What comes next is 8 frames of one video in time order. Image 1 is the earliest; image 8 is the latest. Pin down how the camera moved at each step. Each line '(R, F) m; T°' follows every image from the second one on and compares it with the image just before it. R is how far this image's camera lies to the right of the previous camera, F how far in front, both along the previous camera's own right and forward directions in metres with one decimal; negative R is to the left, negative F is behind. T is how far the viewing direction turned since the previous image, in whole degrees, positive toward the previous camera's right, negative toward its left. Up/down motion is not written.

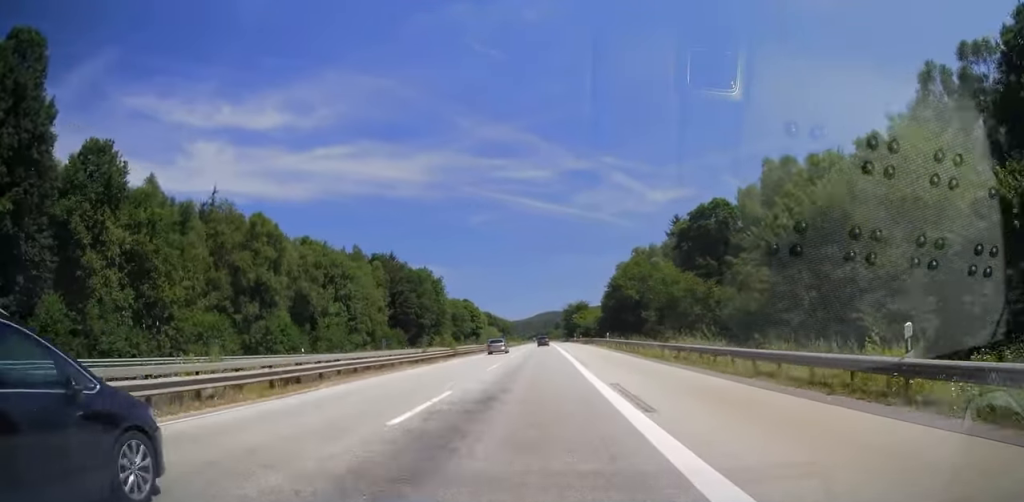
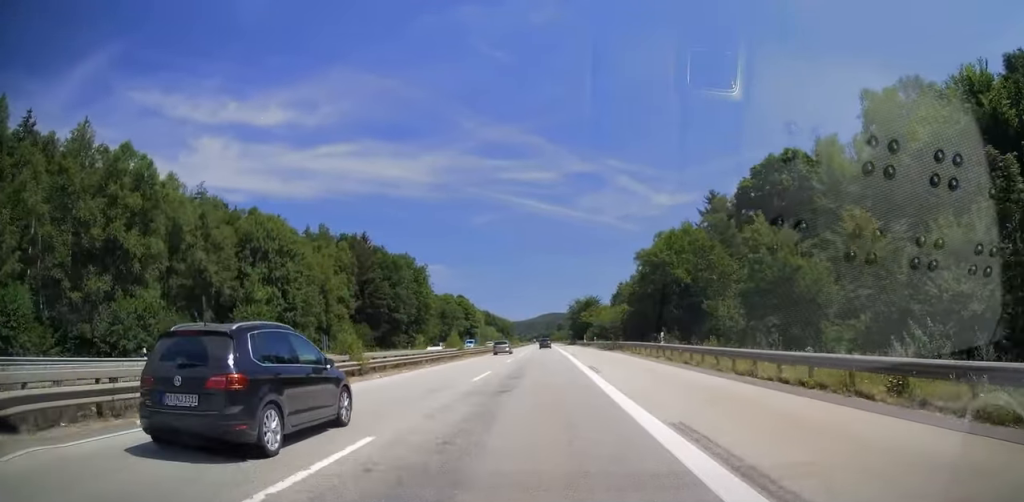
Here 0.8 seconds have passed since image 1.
(-0.1, +25.9) m; 0°
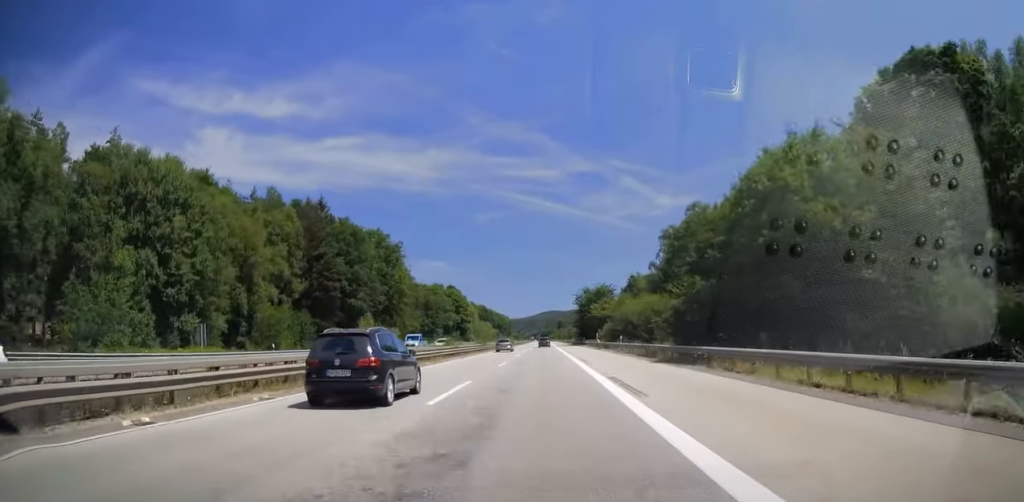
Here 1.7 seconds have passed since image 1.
(+0.2, +25.8) m; 0°
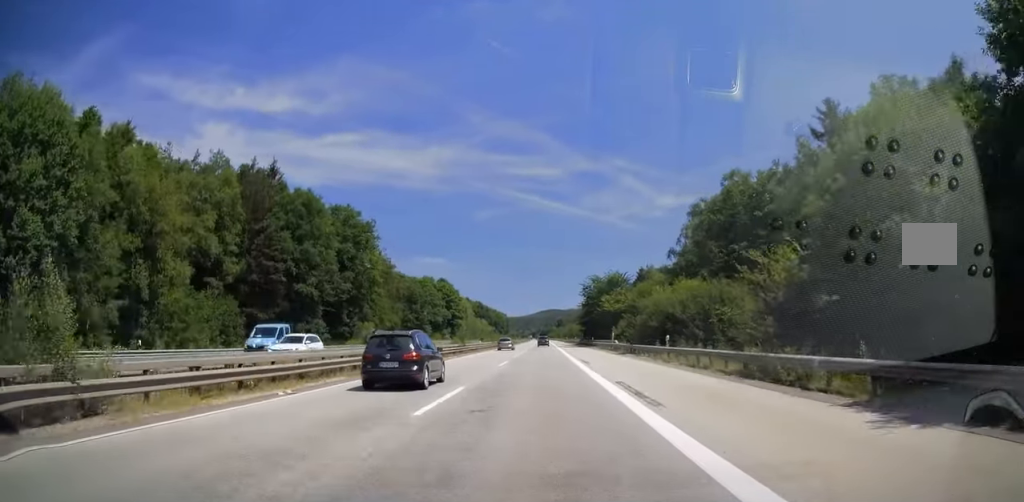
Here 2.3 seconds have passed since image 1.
(0.0, +19.1) m; 0°
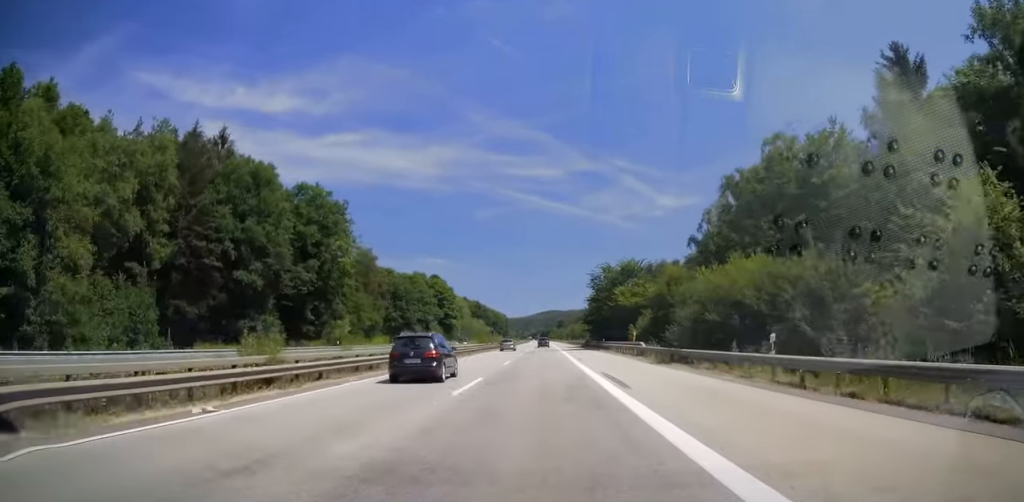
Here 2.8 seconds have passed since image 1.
(0.0, +14.4) m; 0°
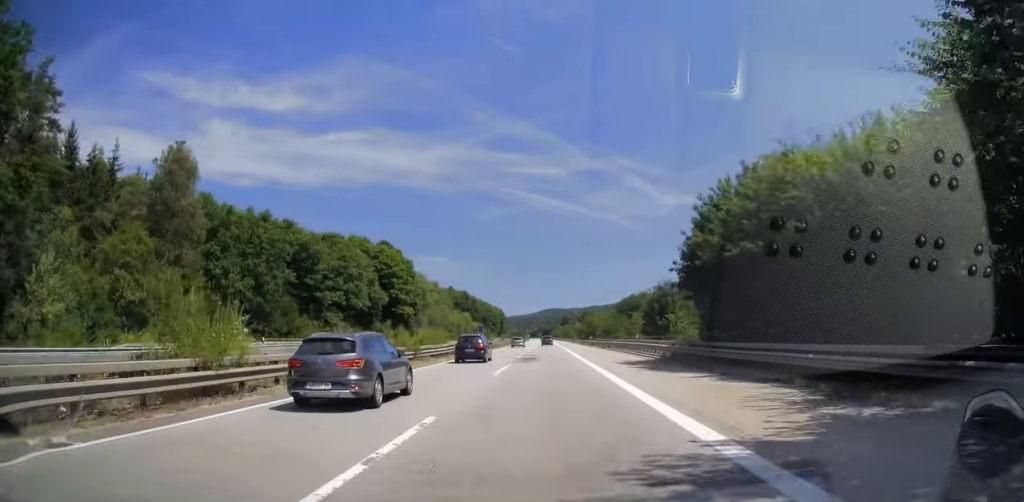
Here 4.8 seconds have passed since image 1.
(0.0, +64.2) m; 0°
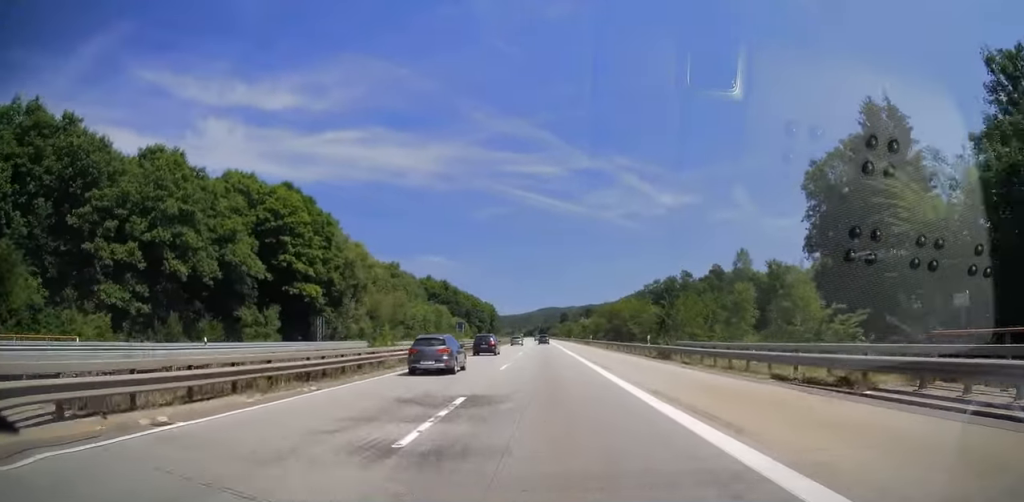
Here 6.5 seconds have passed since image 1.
(+0.1, +50.3) m; 0°
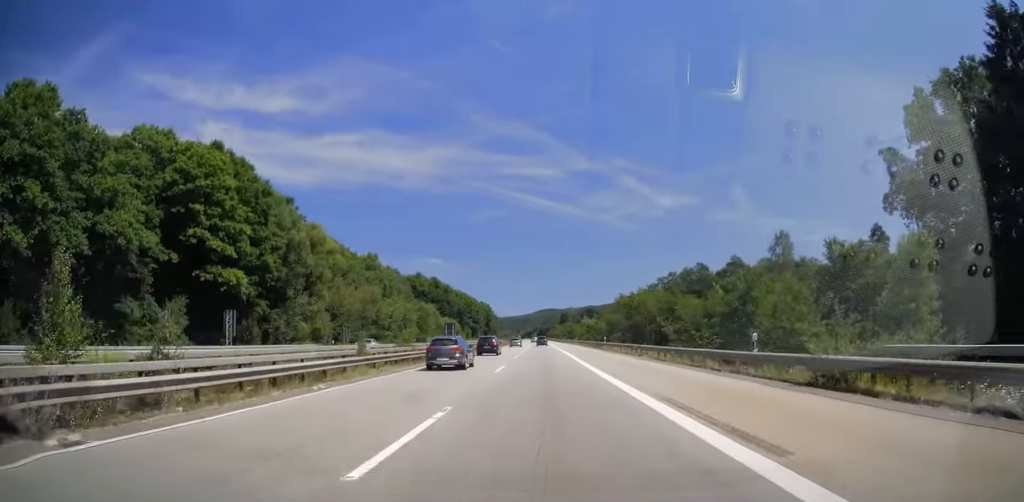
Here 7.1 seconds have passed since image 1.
(-0.2, +19.6) m; 0°
